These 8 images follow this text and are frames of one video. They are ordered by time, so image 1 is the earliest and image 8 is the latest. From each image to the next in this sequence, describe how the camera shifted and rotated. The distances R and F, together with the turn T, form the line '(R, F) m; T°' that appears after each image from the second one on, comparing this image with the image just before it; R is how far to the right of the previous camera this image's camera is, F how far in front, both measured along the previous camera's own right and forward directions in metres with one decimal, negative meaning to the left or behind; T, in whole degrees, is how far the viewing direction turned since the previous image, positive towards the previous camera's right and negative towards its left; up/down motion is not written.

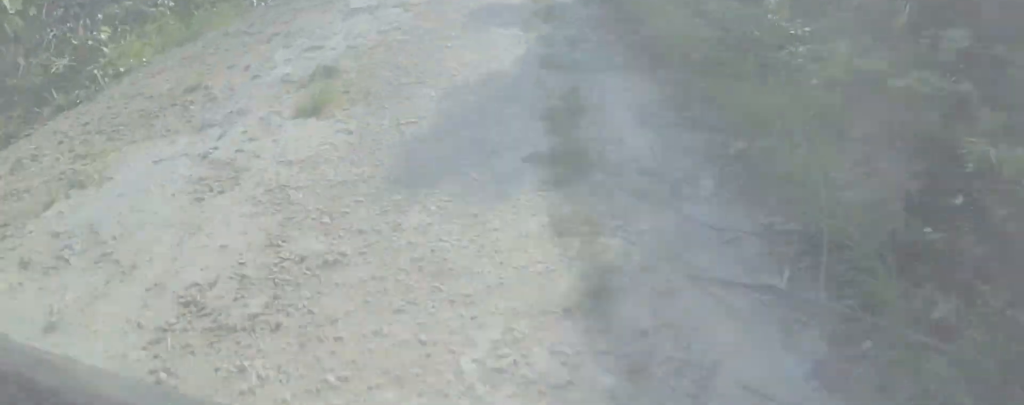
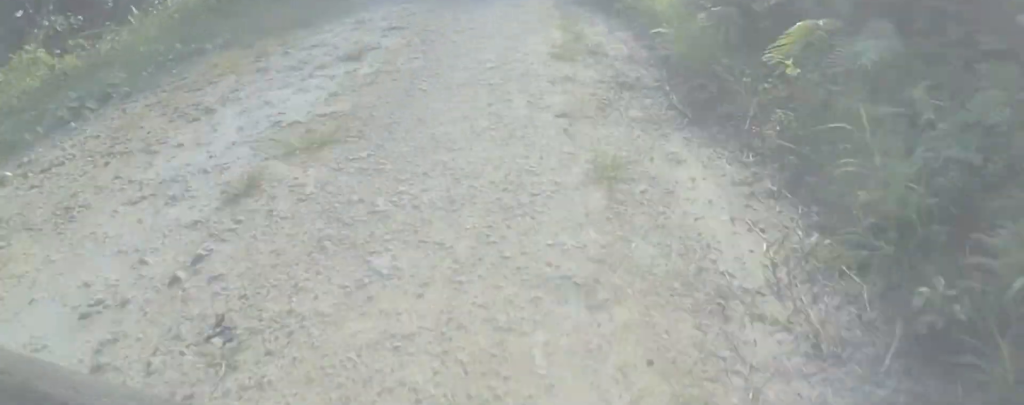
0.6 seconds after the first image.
(+0.4, +5.9) m; 0°
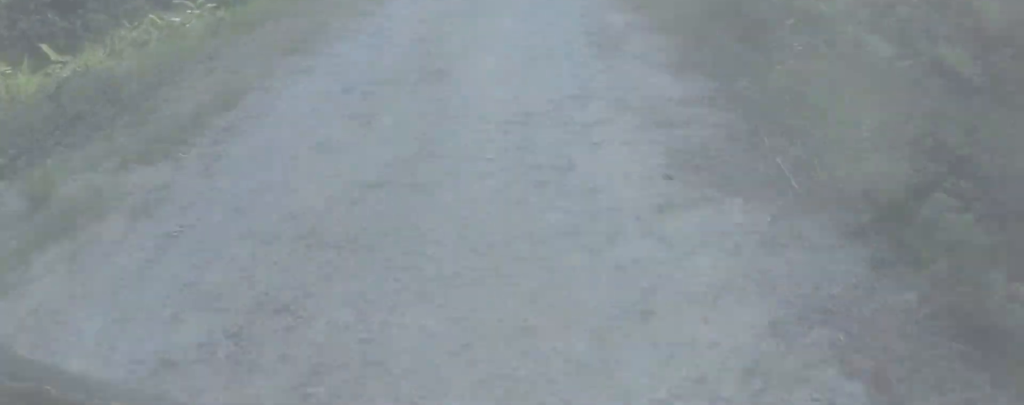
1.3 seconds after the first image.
(+0.6, +7.1) m; -1°
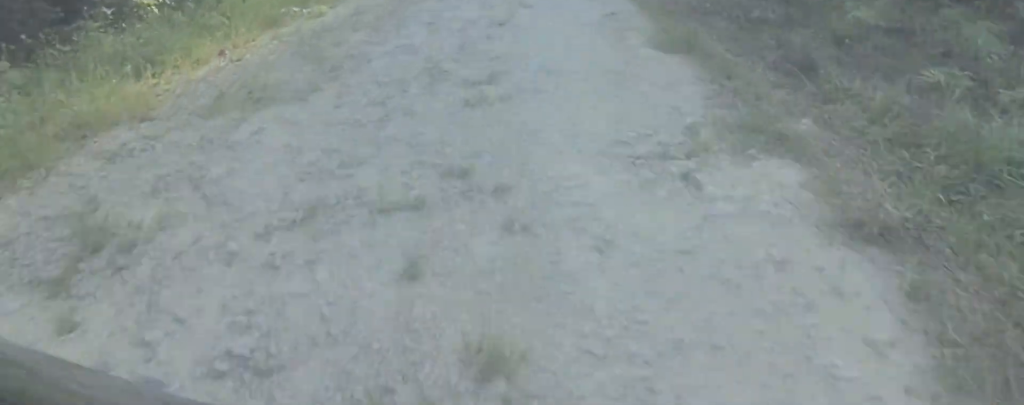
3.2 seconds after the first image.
(-2.0, +18.1) m; +1°
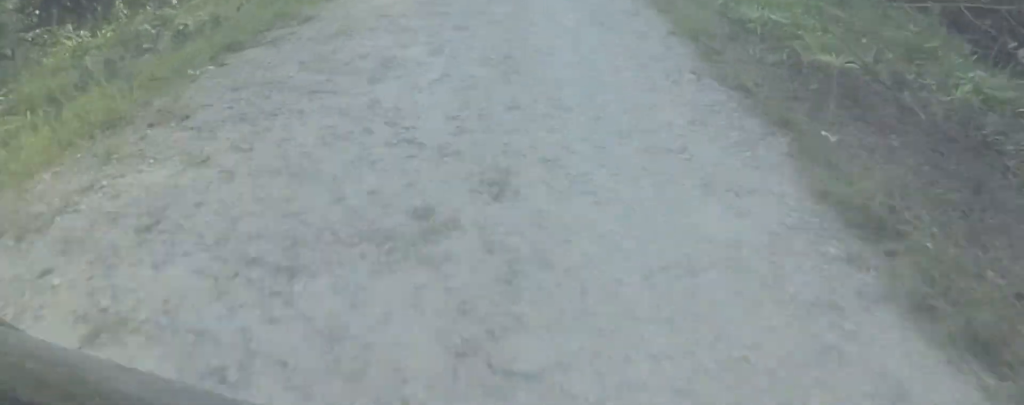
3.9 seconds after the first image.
(+1.0, +6.0) m; 0°
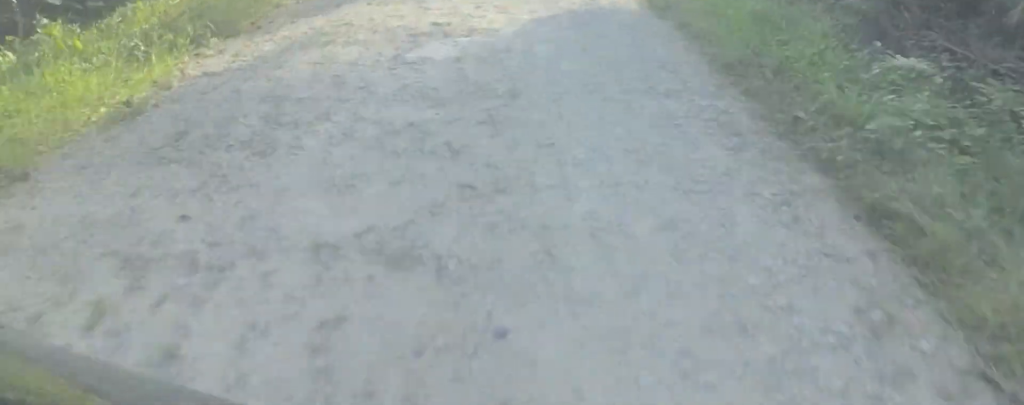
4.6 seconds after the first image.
(-0.2, +6.9) m; 0°
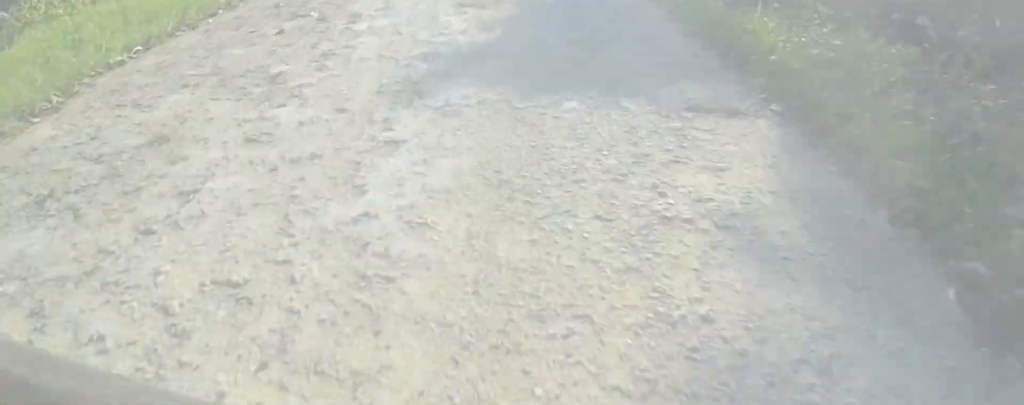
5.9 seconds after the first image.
(+0.3, +12.3) m; 0°
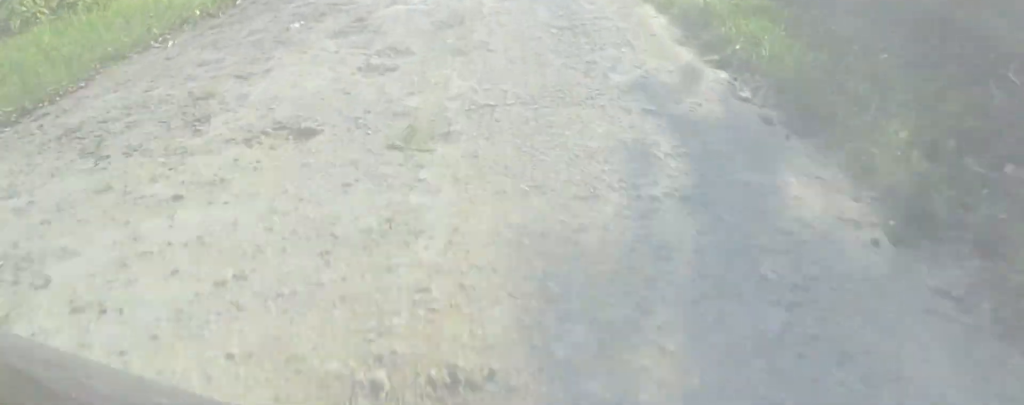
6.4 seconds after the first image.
(0.0, +4.7) m; 0°
